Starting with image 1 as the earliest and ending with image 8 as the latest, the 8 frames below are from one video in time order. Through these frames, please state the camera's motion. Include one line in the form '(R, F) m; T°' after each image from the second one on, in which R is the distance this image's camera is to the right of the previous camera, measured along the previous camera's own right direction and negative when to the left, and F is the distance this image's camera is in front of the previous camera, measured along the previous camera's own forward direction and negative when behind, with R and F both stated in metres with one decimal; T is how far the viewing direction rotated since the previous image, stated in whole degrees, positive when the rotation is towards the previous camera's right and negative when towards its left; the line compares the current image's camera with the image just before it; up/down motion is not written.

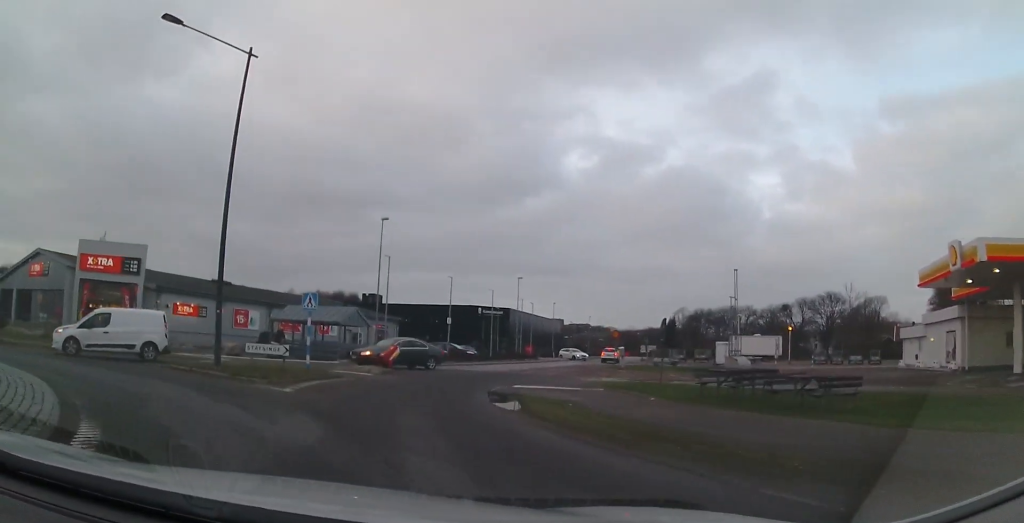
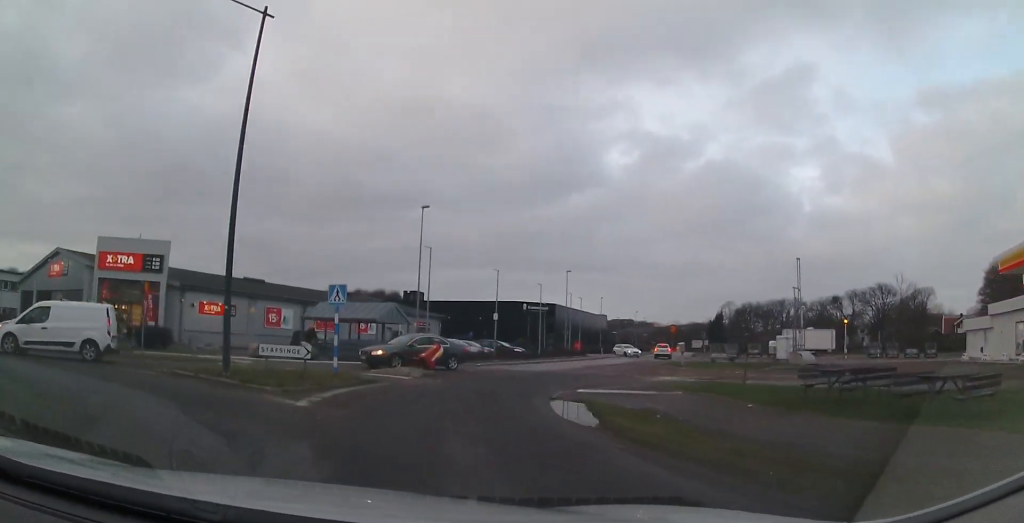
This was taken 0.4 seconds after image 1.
(-0.2, +2.7) m; -8°
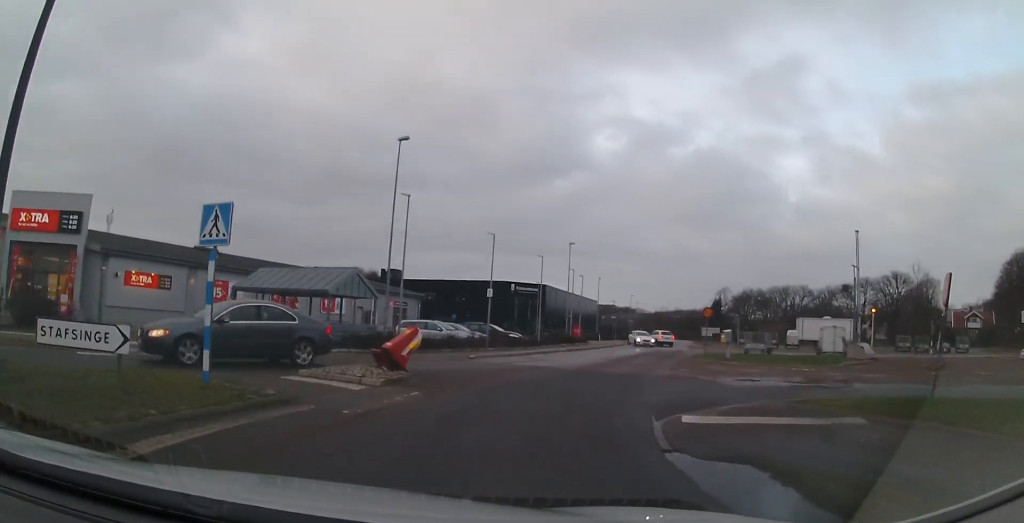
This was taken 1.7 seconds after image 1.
(-0.8, +8.2) m; -10°
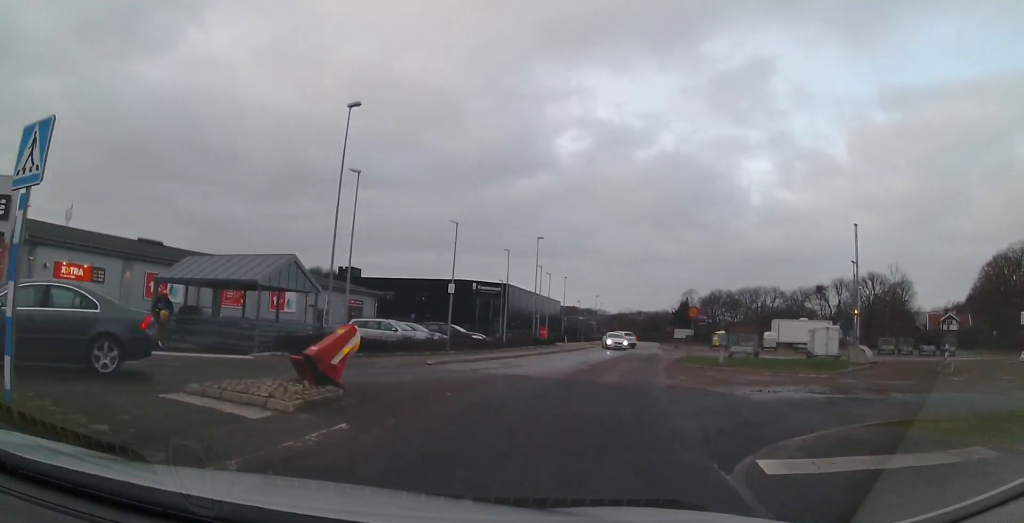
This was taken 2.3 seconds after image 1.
(+0.3, +3.5) m; -6°
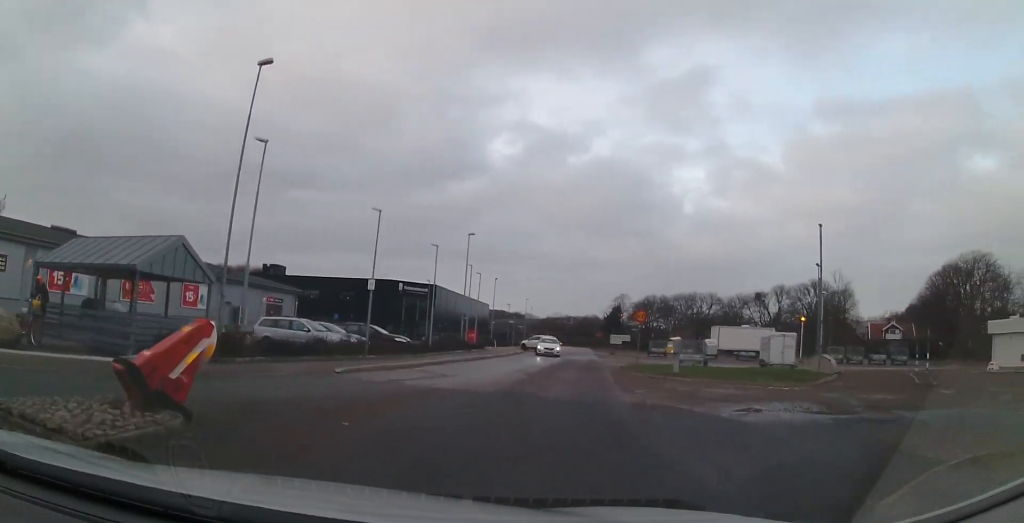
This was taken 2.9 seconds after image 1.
(-0.7, +3.3) m; +4°
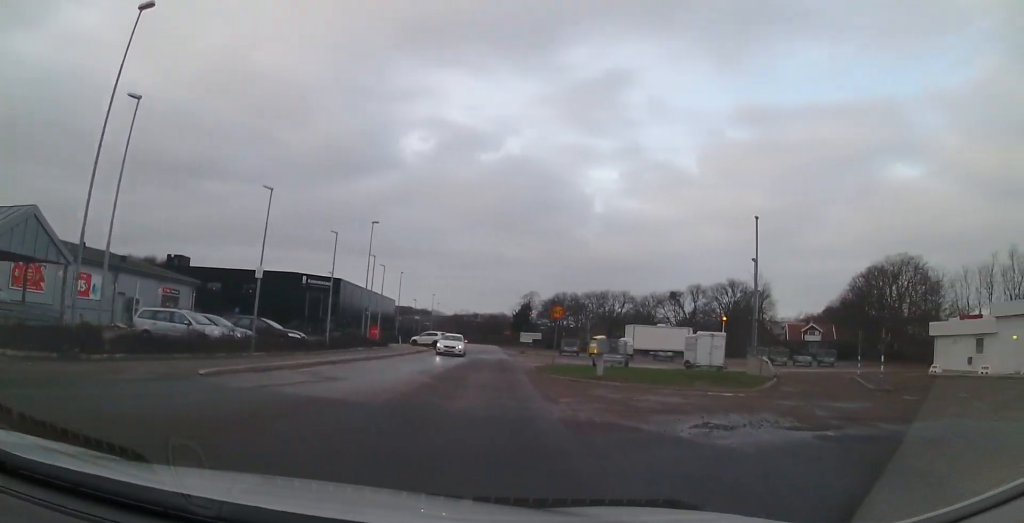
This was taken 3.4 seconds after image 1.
(-0.4, +2.9) m; +9°
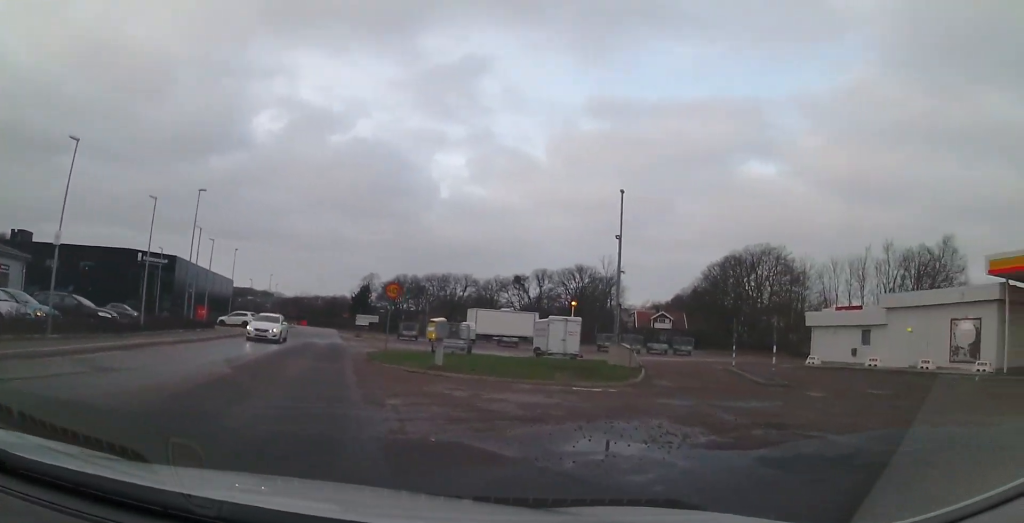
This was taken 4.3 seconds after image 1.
(+1.3, +3.4) m; +37°
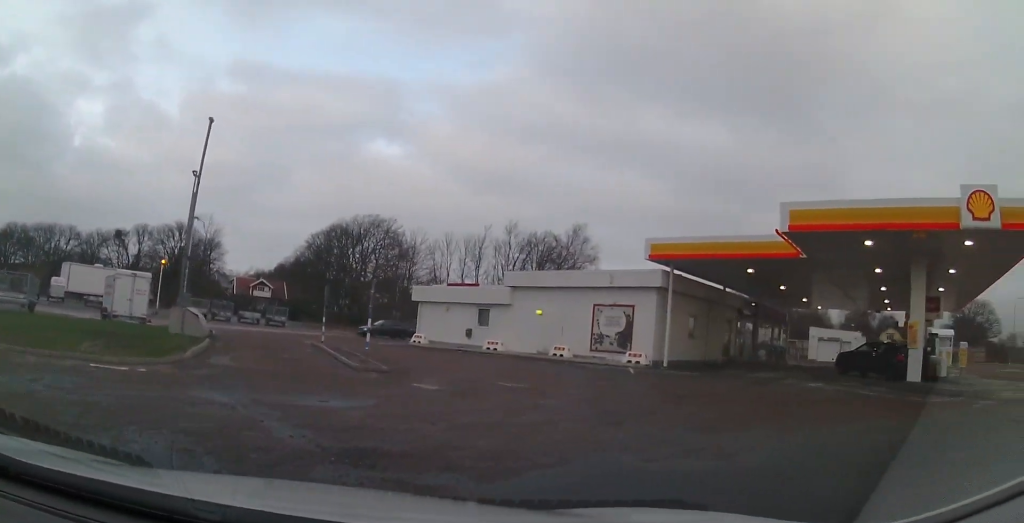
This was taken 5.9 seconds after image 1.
(+2.1, +6.4) m; +34°
